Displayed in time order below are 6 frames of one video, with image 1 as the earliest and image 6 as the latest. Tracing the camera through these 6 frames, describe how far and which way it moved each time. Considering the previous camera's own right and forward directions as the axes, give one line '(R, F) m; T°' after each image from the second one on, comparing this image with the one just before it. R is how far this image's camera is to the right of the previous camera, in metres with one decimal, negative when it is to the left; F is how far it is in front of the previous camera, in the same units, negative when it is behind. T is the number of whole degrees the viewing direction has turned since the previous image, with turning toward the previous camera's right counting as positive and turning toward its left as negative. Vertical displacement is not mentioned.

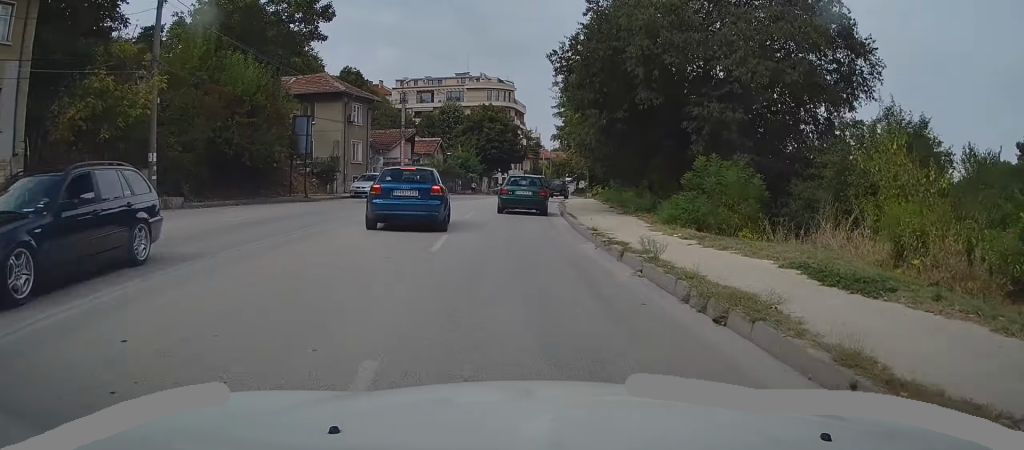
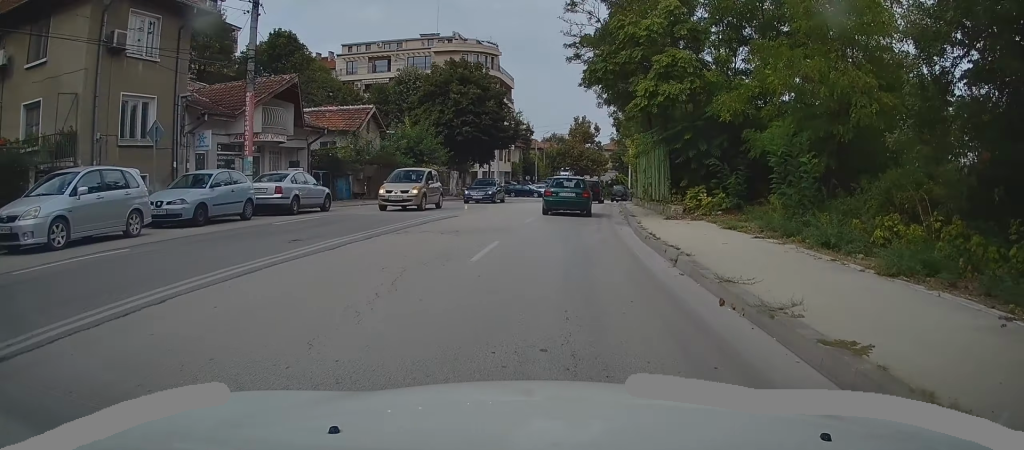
(0.0, +28.0) m; +3°
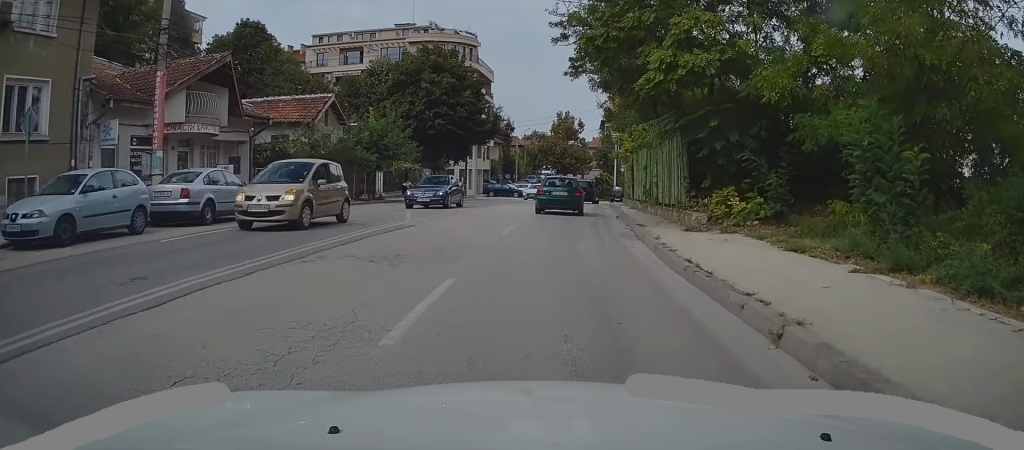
(+0.1, +4.8) m; +1°
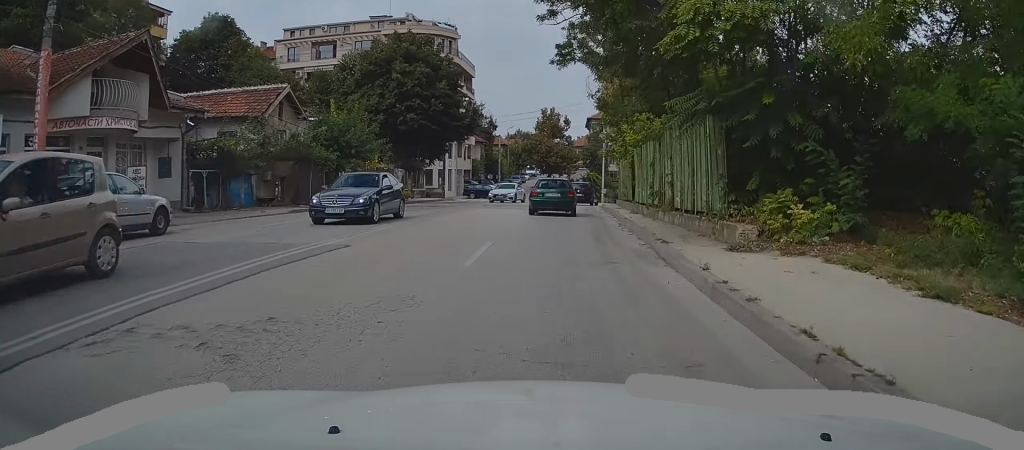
(0.0, +4.5) m; +1°
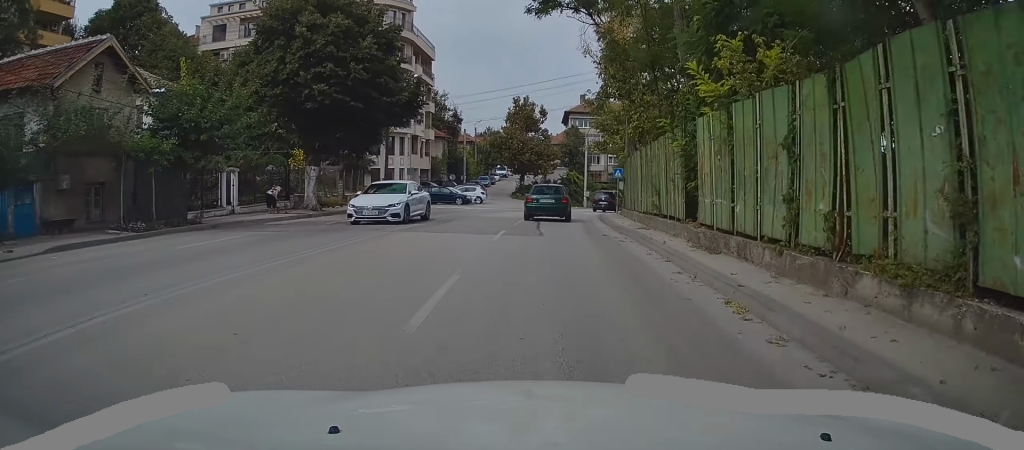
(+0.2, +12.8) m; +3°
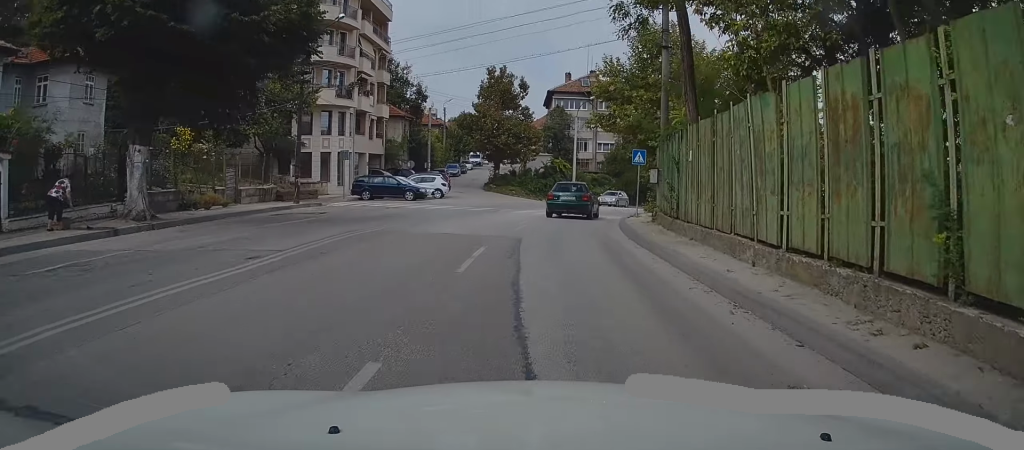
(+0.4, +13.2) m; +2°
